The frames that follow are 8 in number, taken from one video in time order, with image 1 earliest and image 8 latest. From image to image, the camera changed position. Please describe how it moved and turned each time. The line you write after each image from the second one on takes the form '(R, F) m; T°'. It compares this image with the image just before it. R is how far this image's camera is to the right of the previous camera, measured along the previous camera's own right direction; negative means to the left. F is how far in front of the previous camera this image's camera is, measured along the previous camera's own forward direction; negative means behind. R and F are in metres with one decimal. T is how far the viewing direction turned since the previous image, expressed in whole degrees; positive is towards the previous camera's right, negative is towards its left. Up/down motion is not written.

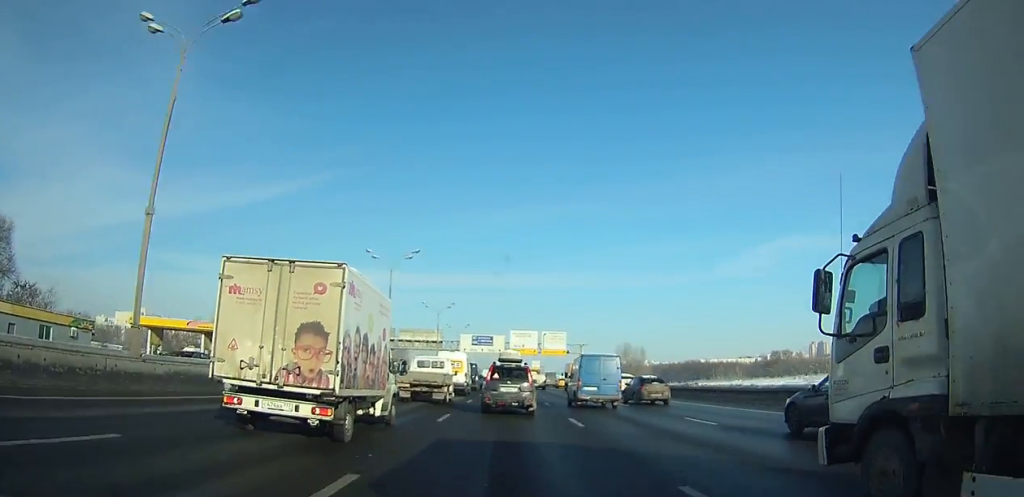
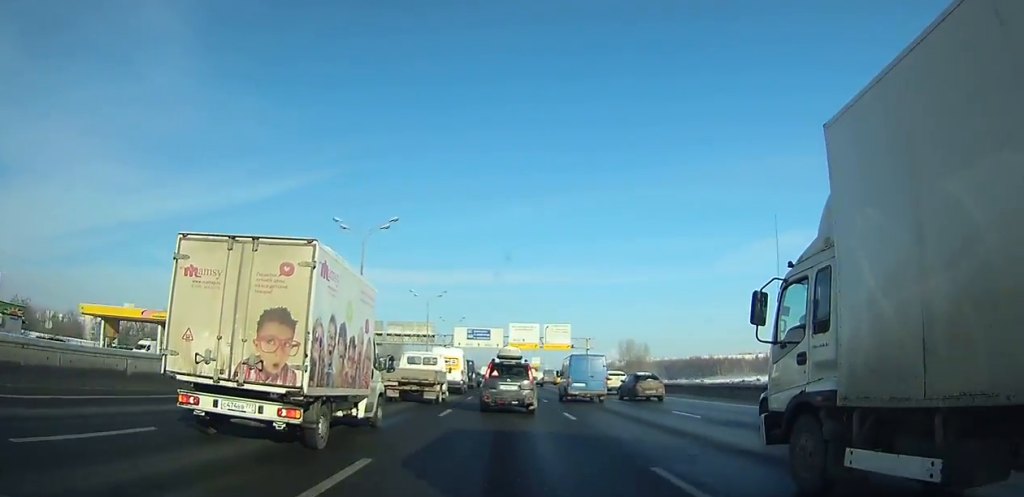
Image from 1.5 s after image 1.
(0.0, +11.4) m; 0°
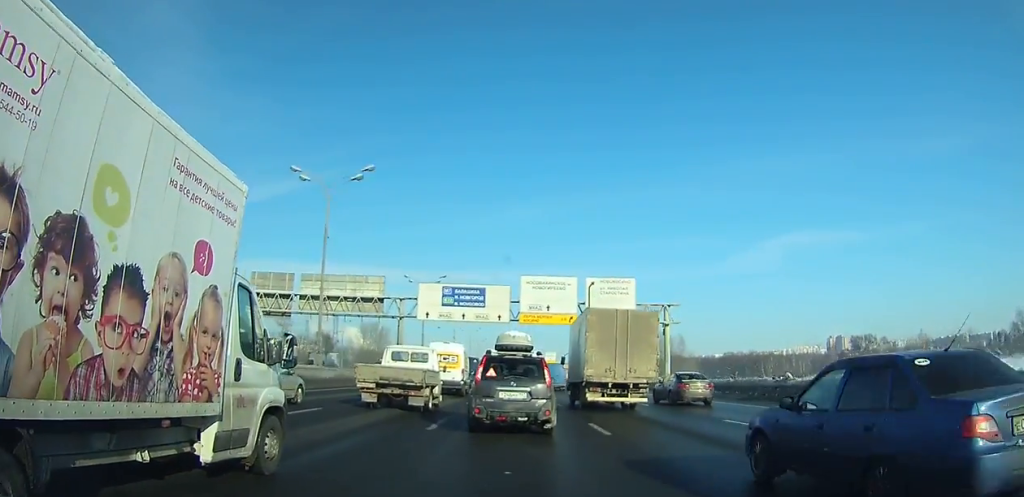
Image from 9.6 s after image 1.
(-0.1, +60.3) m; 0°
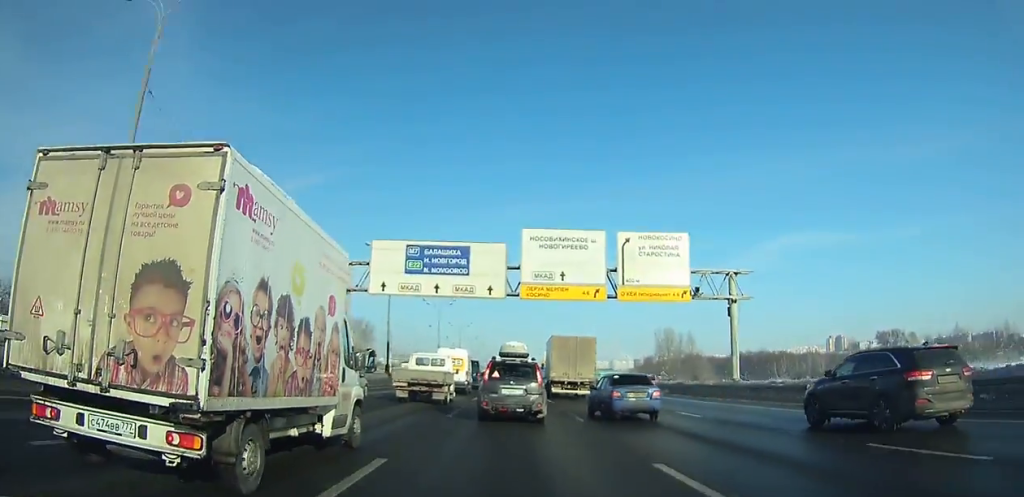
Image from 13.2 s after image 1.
(0.0, +25.9) m; 0°
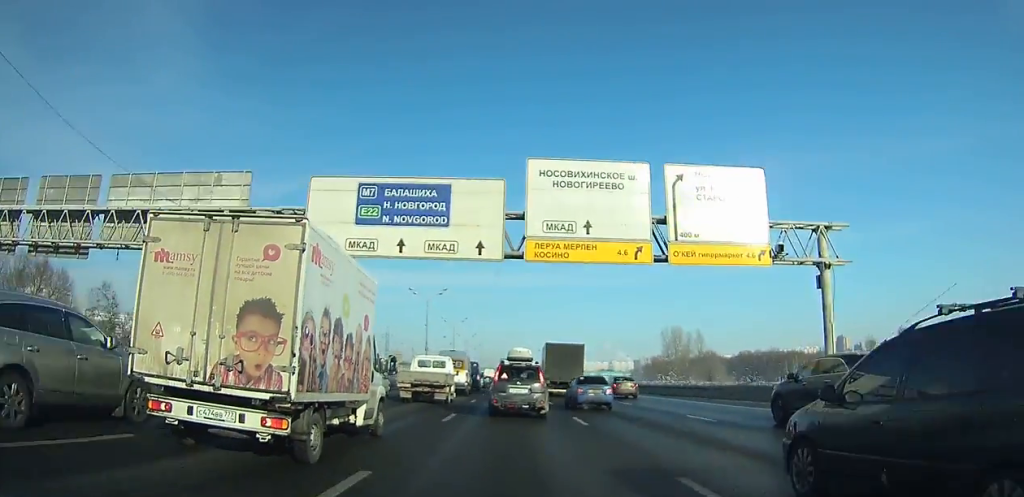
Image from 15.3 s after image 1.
(0.0, +14.9) m; 0°
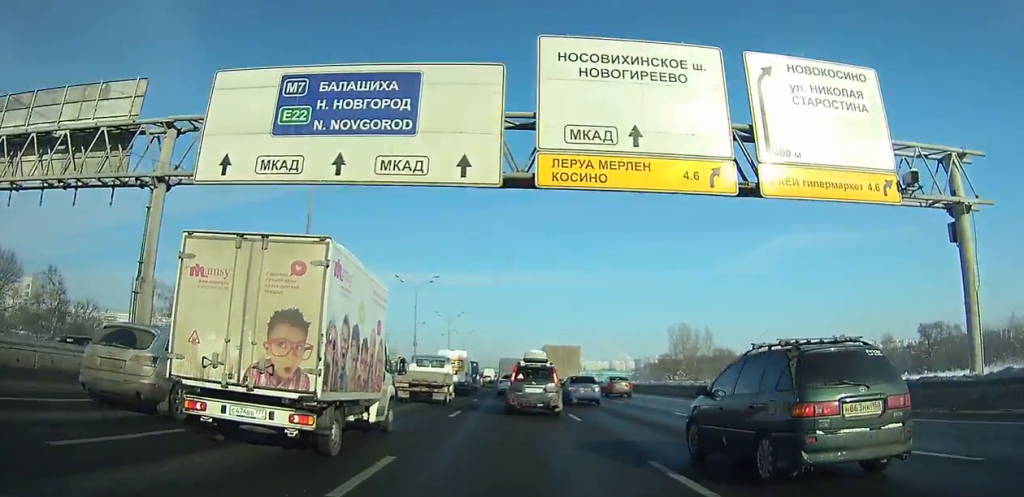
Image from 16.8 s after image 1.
(0.0, +10.5) m; 0°
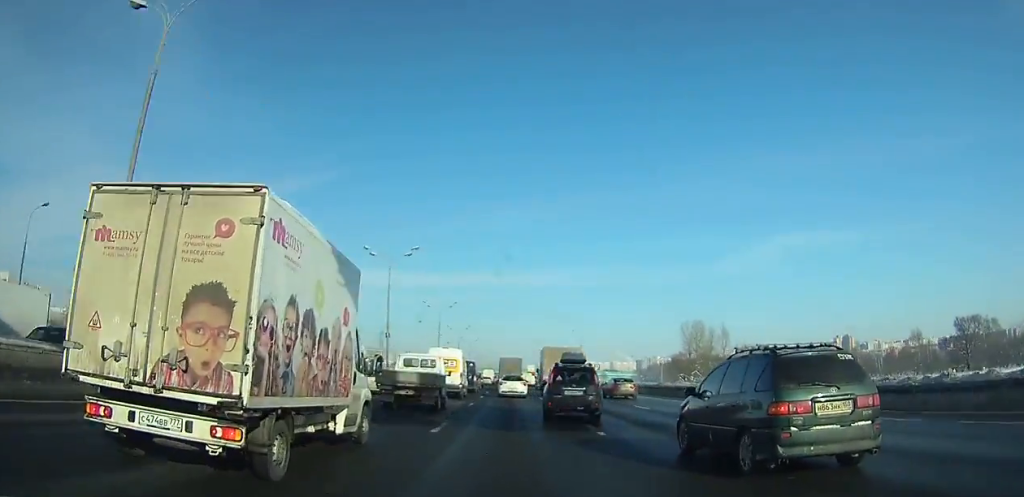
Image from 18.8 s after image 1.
(0.0, +13.9) m; 0°
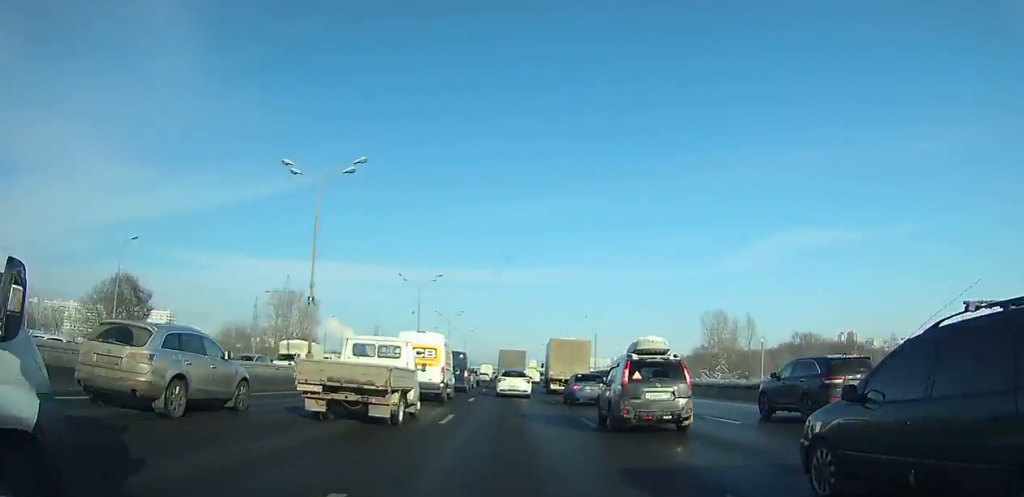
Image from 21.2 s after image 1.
(0.0, +16.3) m; 0°
